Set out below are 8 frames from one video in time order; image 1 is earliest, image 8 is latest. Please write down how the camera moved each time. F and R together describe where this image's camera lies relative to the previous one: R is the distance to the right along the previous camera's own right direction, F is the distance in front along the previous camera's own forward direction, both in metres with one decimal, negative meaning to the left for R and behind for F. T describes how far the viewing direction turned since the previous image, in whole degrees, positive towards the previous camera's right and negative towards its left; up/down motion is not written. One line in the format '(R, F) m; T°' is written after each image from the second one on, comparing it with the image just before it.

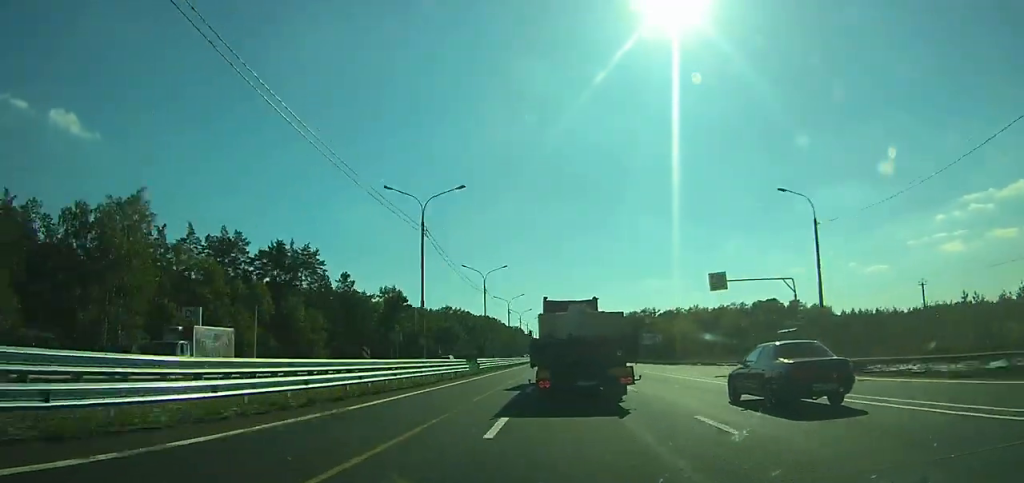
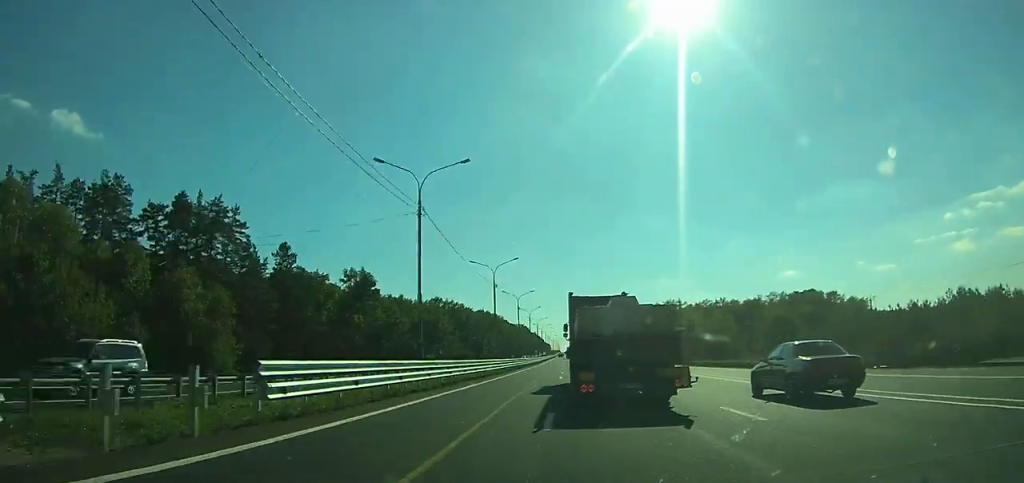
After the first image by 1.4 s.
(-0.1, +36.0) m; 0°
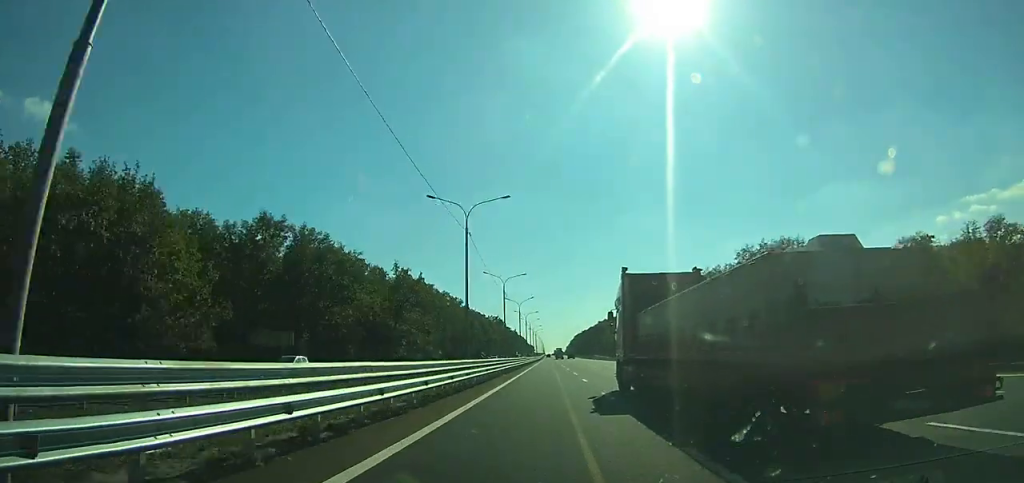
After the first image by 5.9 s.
(+0.6, +110.7) m; +1°
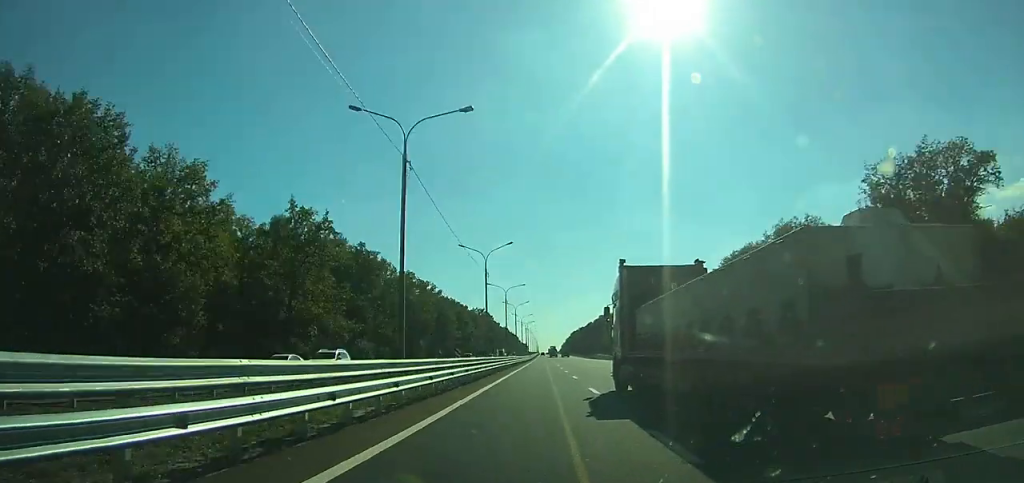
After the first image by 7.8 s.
(+0.1, +44.7) m; +1°
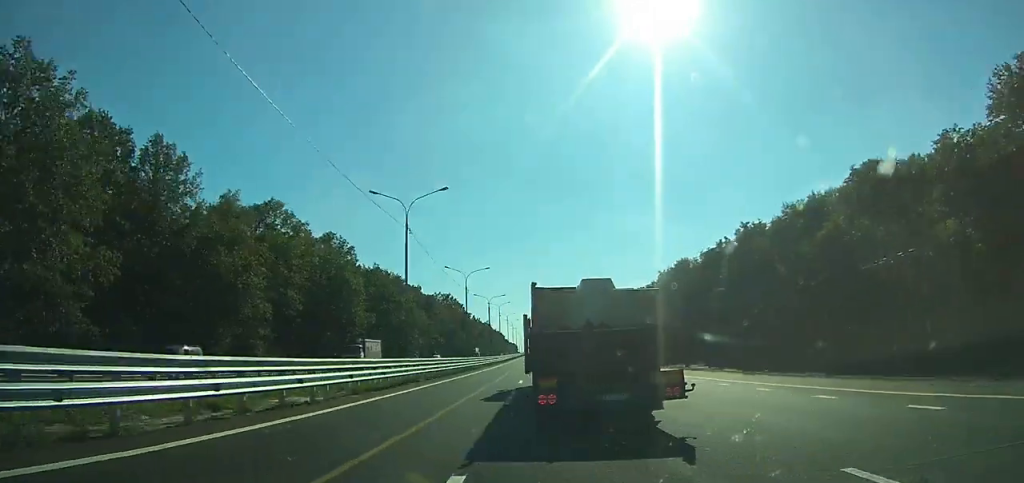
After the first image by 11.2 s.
(+0.7, +78.9) m; 0°
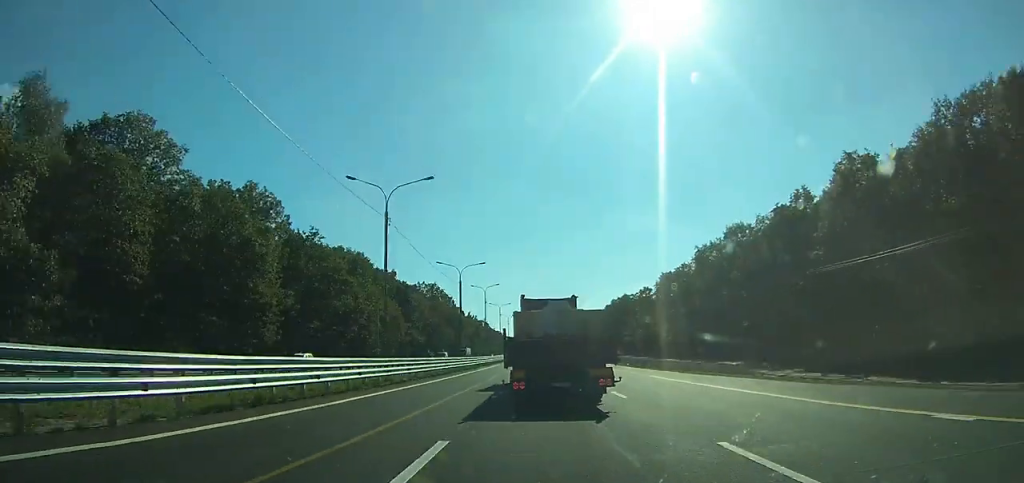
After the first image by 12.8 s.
(0.0, +35.4) m; 0°
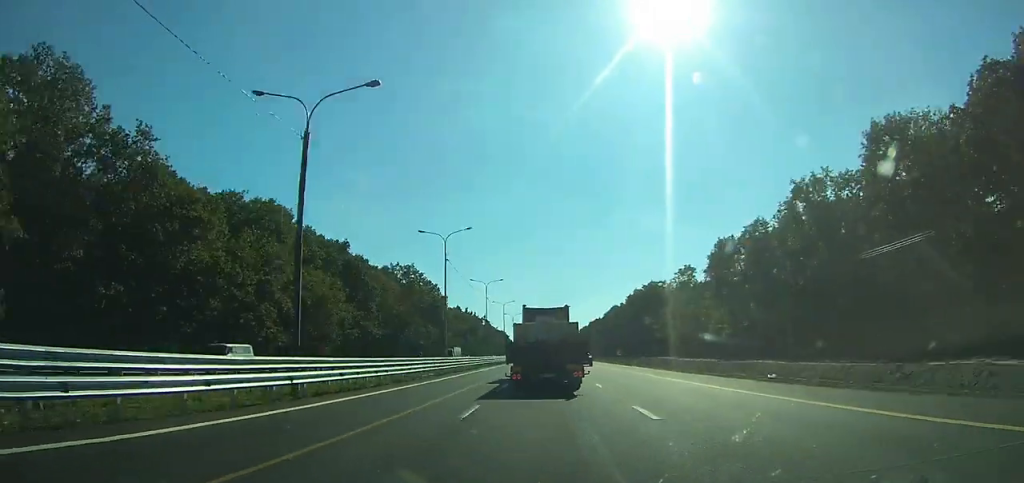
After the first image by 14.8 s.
(-0.2, +43.1) m; 0°
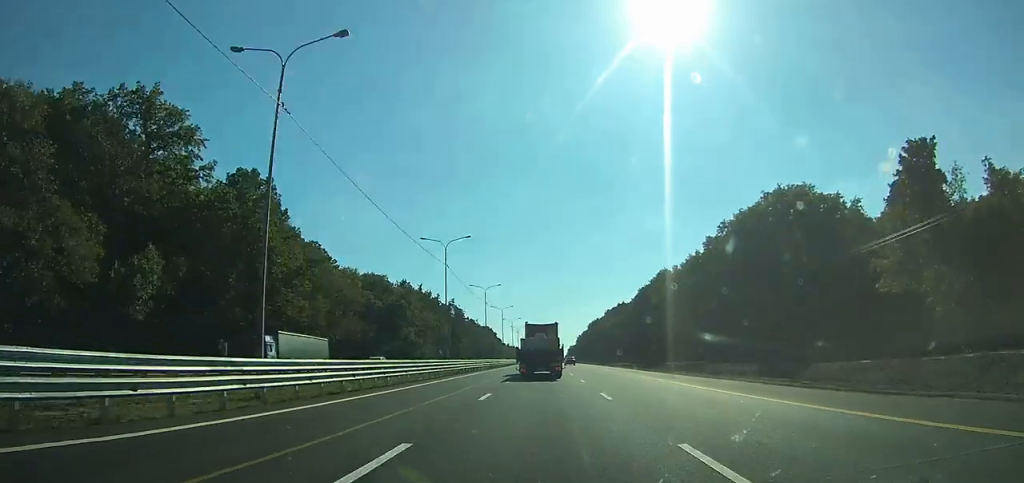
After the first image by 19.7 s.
(-0.7, +100.7) m; 0°
